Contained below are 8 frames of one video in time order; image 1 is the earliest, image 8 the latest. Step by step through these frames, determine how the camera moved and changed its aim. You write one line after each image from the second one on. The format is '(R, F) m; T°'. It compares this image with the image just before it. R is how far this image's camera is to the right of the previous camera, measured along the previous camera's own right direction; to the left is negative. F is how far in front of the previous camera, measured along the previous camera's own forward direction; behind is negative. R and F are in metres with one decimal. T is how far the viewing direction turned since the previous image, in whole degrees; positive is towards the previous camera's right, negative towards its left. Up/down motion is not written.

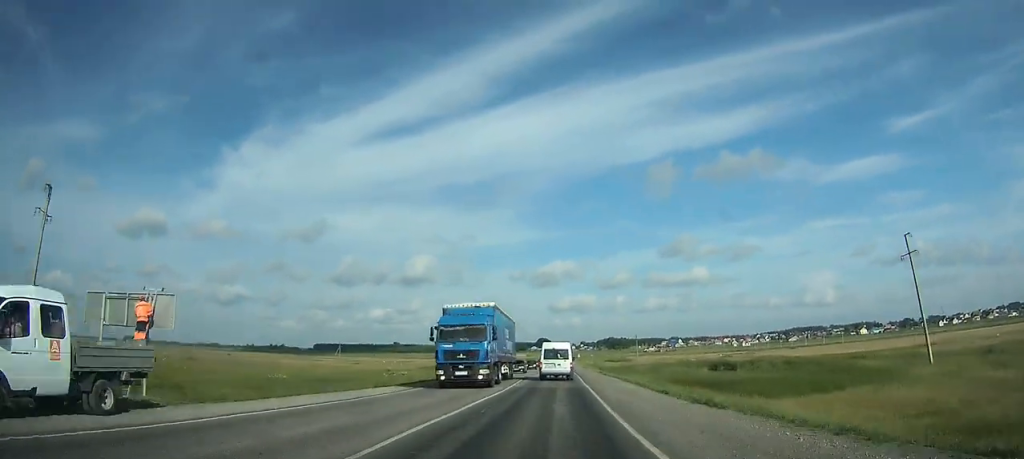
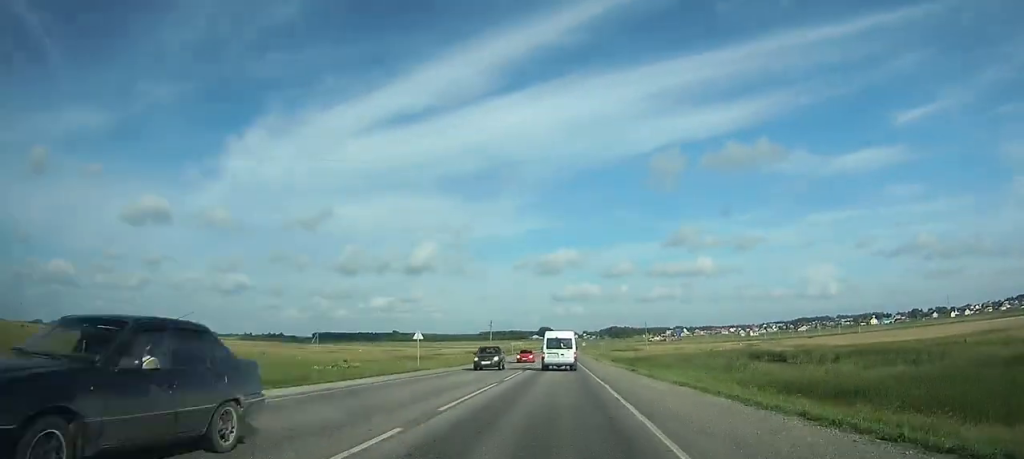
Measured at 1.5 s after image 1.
(-0.1, +25.6) m; 0°
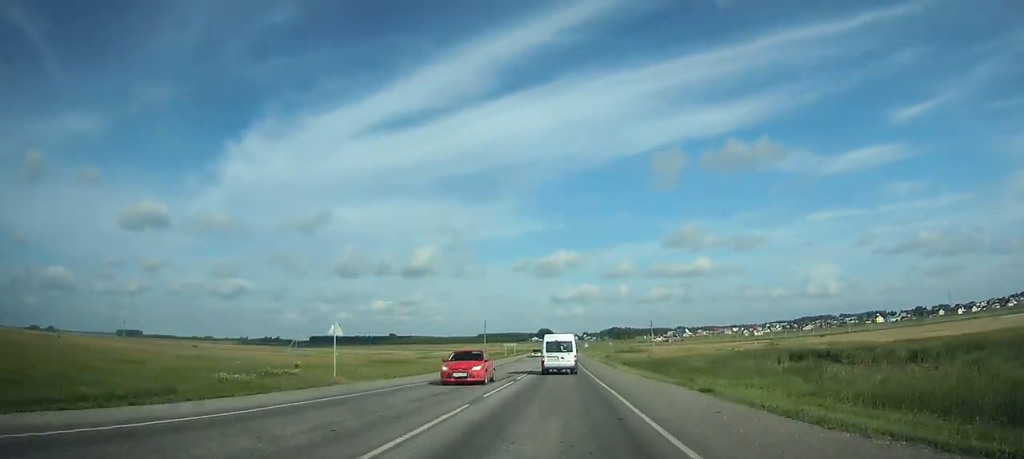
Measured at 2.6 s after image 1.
(0.0, +19.2) m; 0°
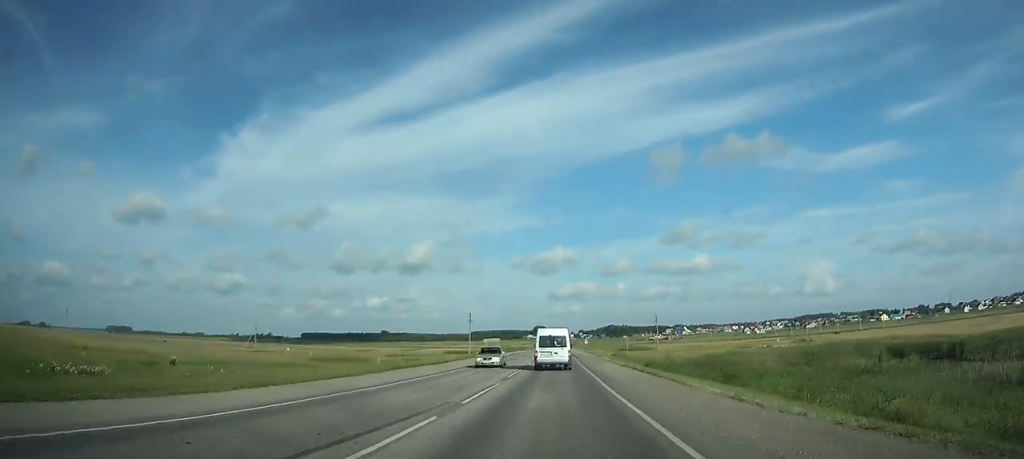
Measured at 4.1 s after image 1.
(0.0, +28.0) m; 0°
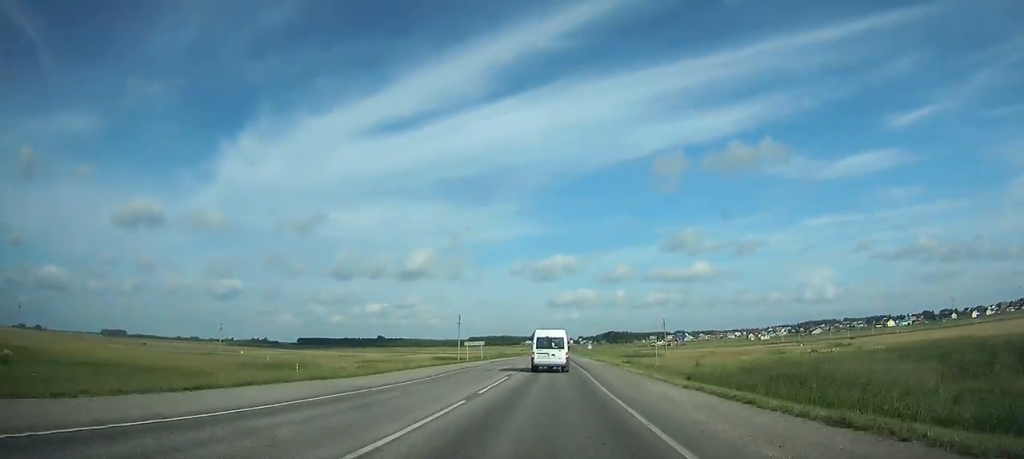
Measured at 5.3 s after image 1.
(+0.1, +20.5) m; 0°
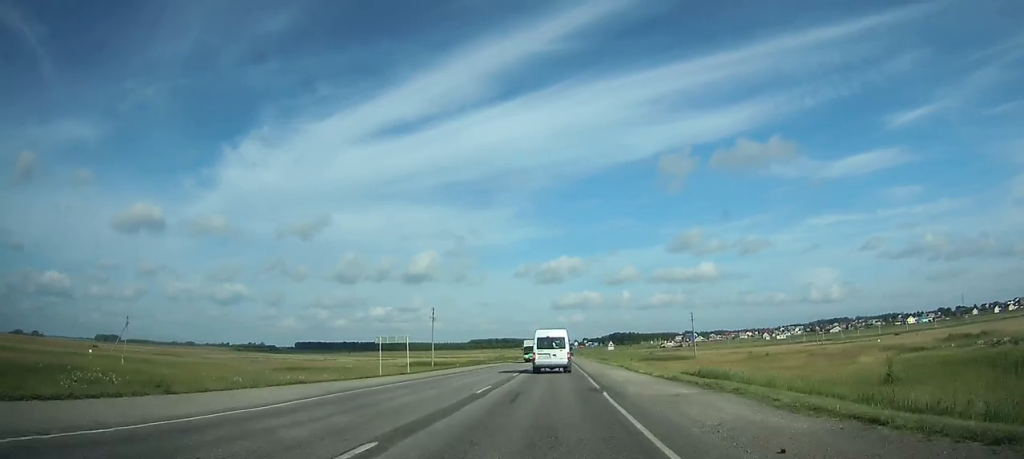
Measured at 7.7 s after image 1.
(-0.1, +42.7) m; 0°
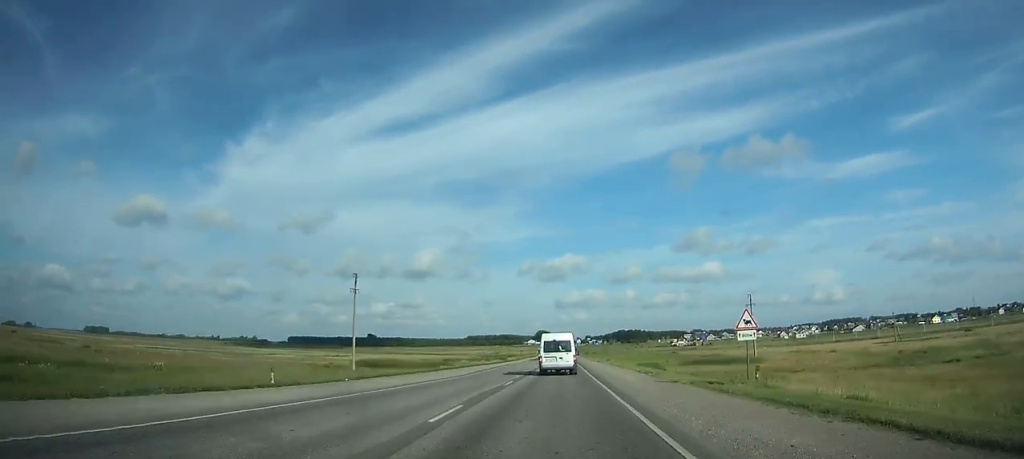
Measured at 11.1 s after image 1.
(-0.1, +53.7) m; 0°
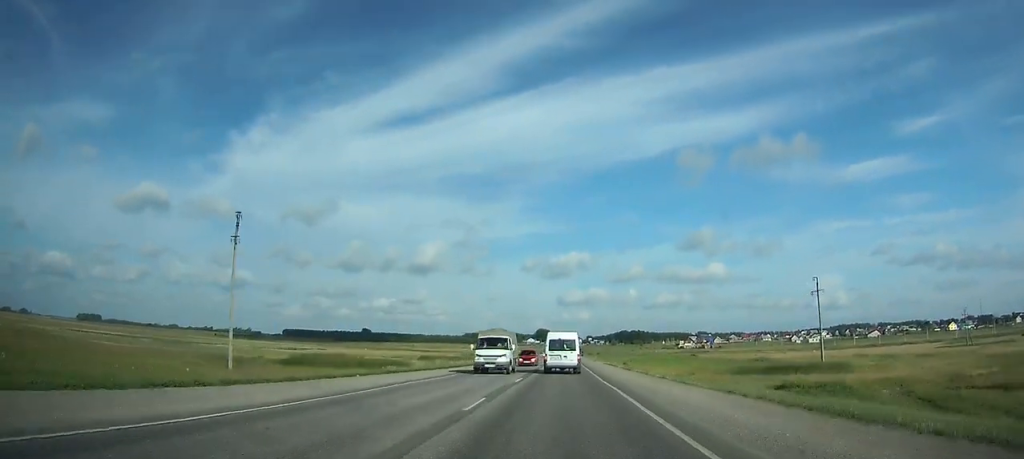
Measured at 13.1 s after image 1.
(0.0, +34.9) m; 0°
